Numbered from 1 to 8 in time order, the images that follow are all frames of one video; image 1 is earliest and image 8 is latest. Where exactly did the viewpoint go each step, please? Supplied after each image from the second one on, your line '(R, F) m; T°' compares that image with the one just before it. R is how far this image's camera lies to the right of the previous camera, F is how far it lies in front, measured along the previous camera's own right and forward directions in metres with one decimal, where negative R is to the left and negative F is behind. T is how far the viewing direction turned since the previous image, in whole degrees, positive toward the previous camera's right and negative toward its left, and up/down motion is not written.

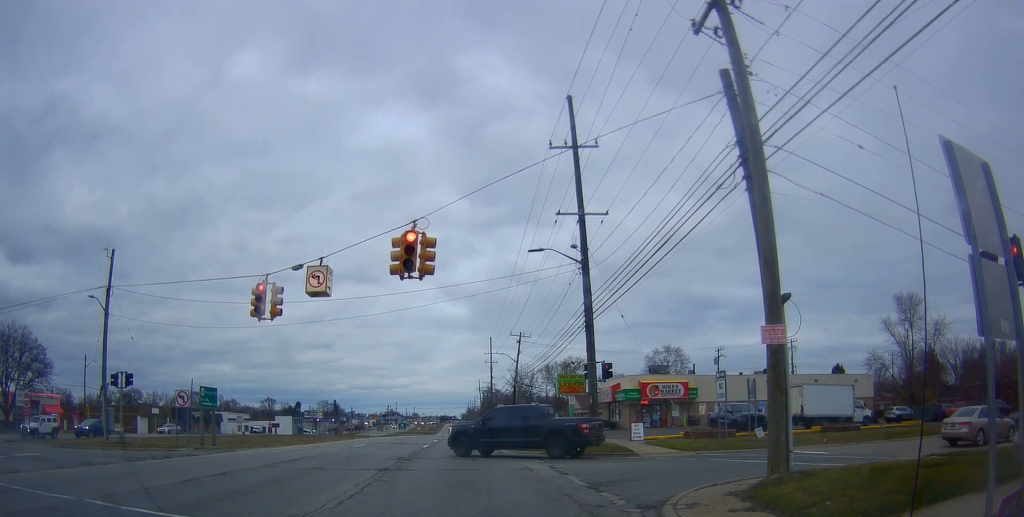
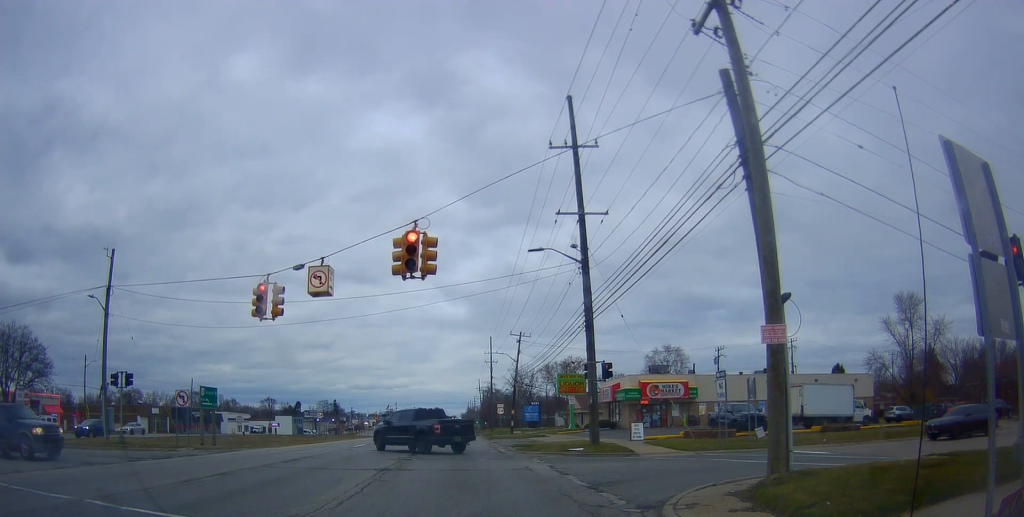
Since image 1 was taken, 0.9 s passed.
(0.0, 0.0) m; 0°
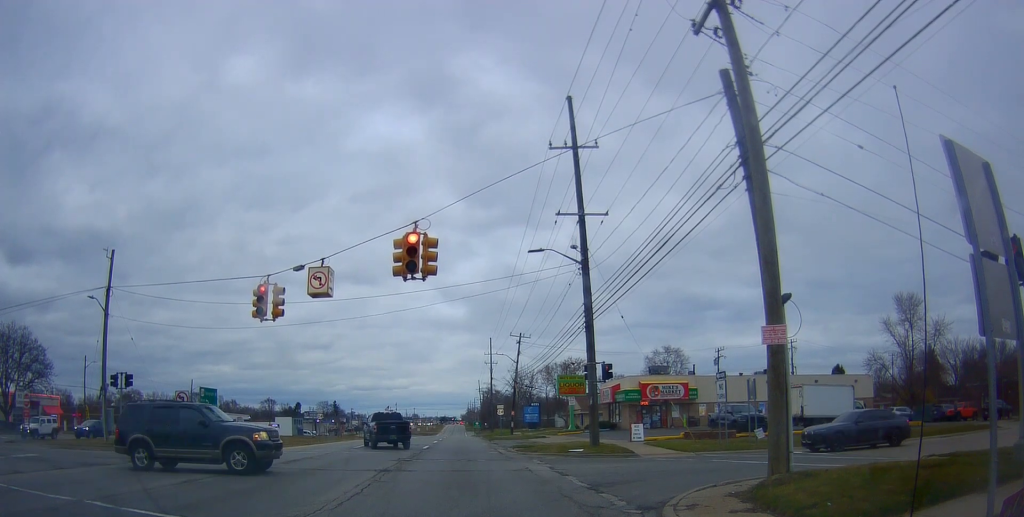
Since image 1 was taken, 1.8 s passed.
(0.0, 0.0) m; 0°
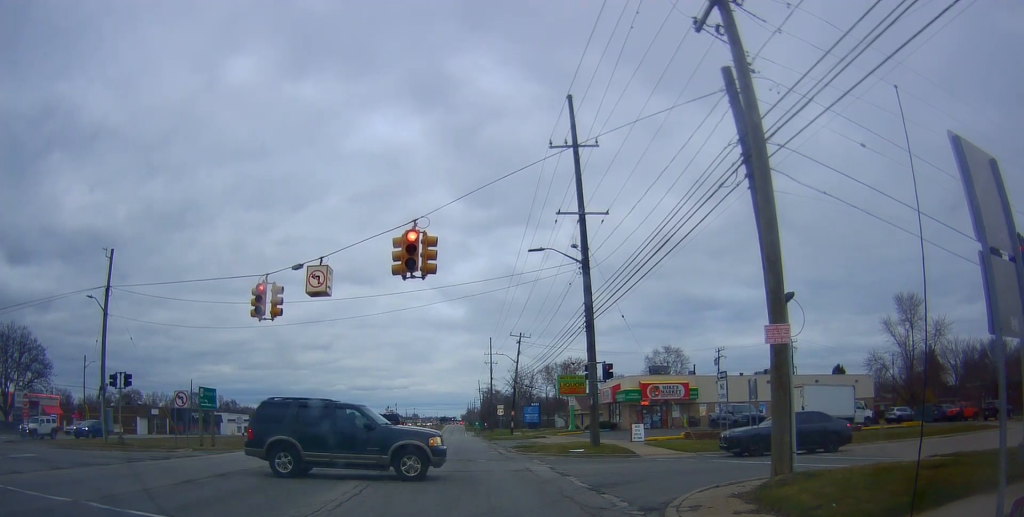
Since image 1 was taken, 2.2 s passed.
(0.0, 0.0) m; 0°
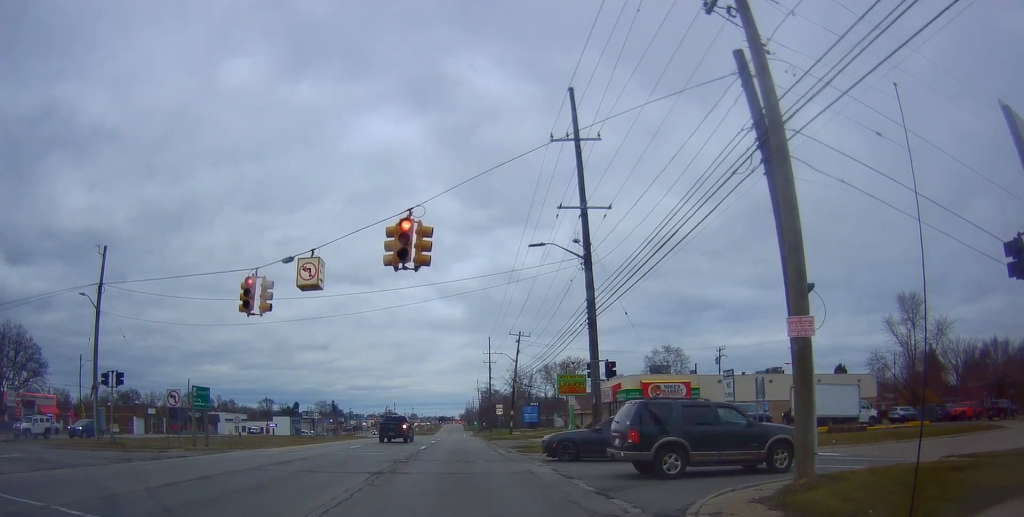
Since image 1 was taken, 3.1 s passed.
(+0.1, +0.3) m; 0°
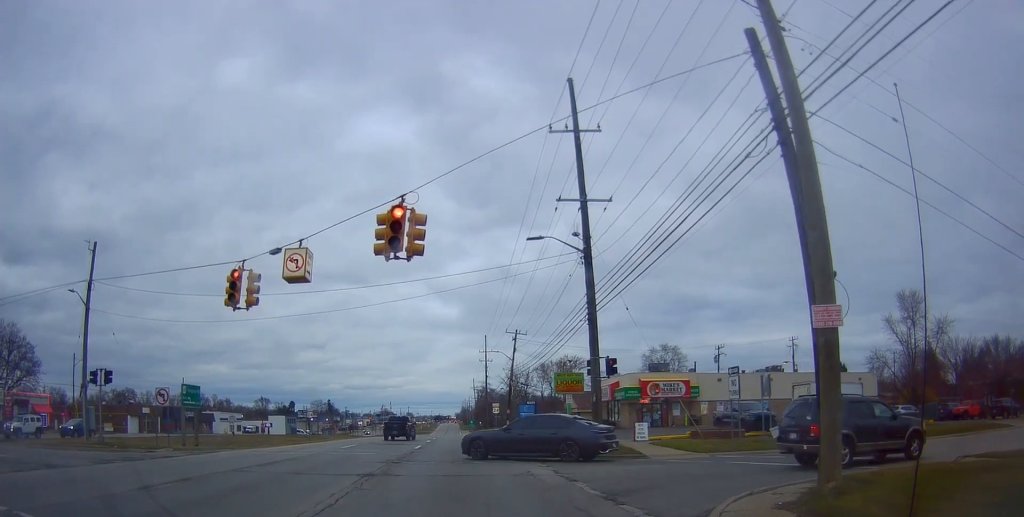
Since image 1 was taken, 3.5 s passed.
(0.0, +0.3) m; 0°
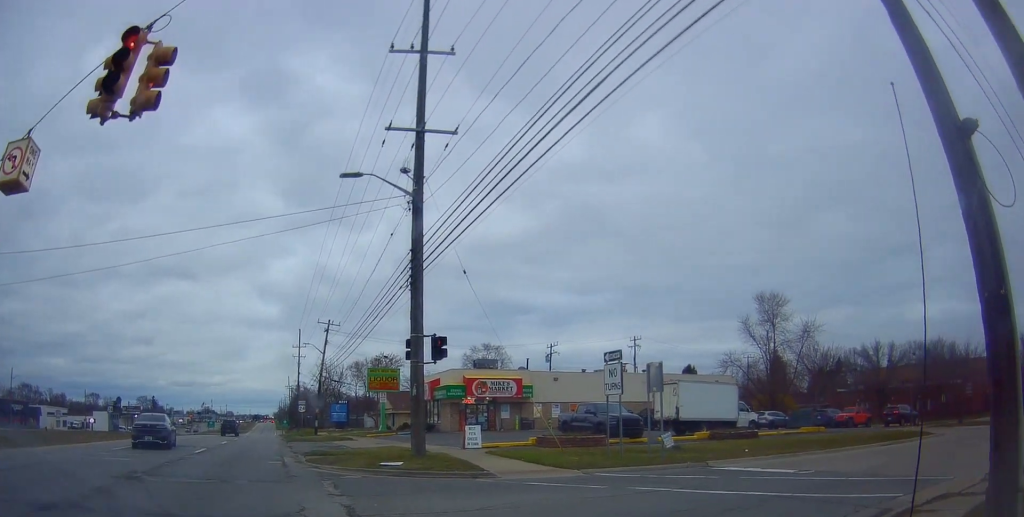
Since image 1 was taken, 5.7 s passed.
(0.0, +3.1) m; +1°
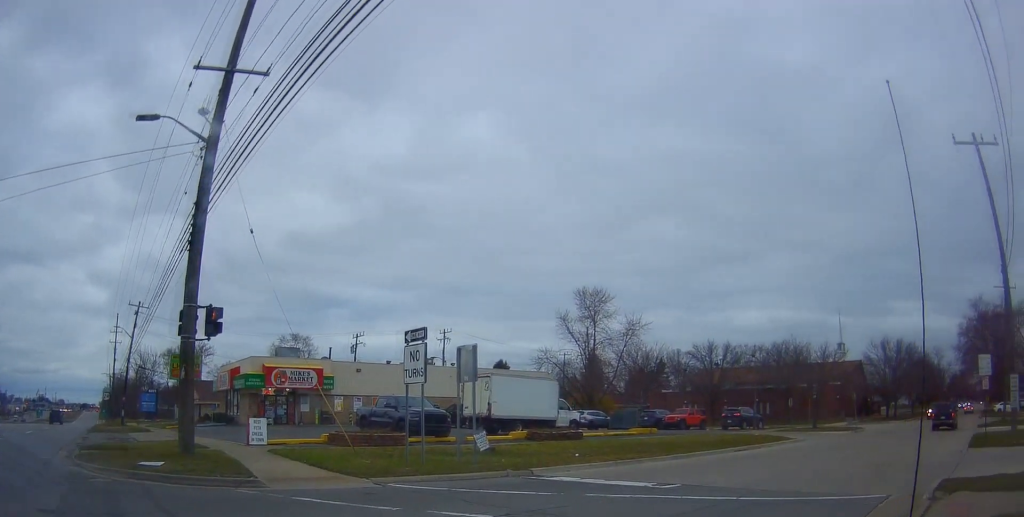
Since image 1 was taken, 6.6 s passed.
(0.0, +2.9) m; +13°
